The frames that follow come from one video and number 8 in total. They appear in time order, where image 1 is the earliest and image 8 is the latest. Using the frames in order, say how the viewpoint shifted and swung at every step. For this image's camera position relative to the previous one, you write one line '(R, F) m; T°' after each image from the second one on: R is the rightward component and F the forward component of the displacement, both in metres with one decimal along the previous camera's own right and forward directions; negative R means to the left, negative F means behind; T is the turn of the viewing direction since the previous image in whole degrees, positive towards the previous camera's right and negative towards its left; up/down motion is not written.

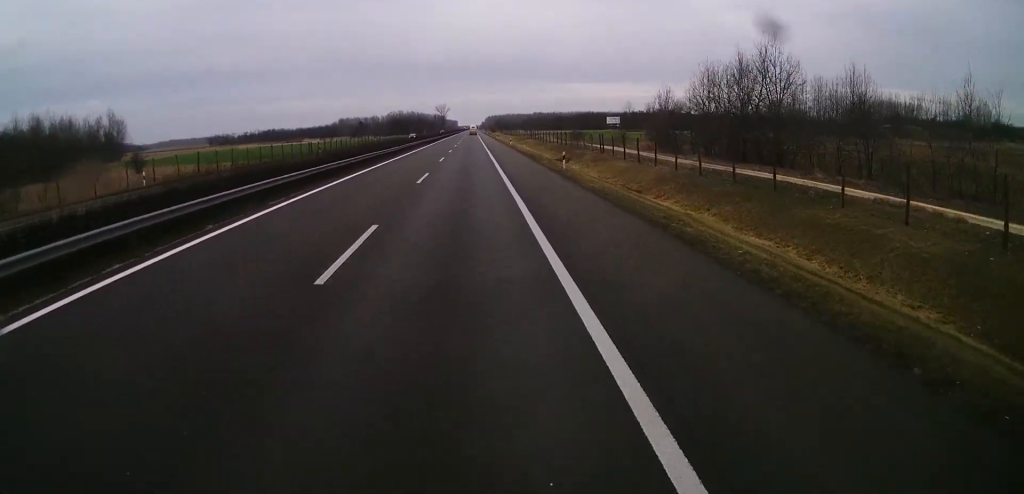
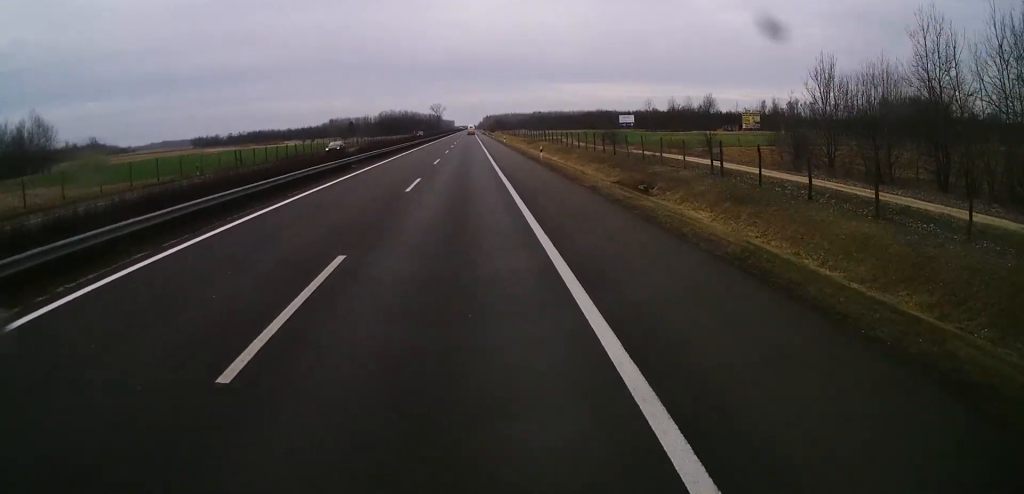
(-0.2, +40.0) m; -1°
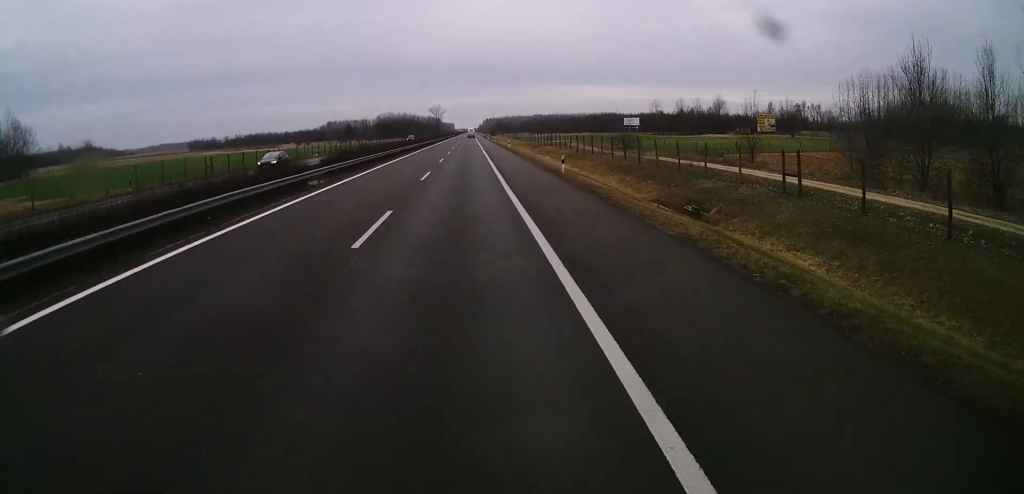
(0.0, +10.7) m; 0°
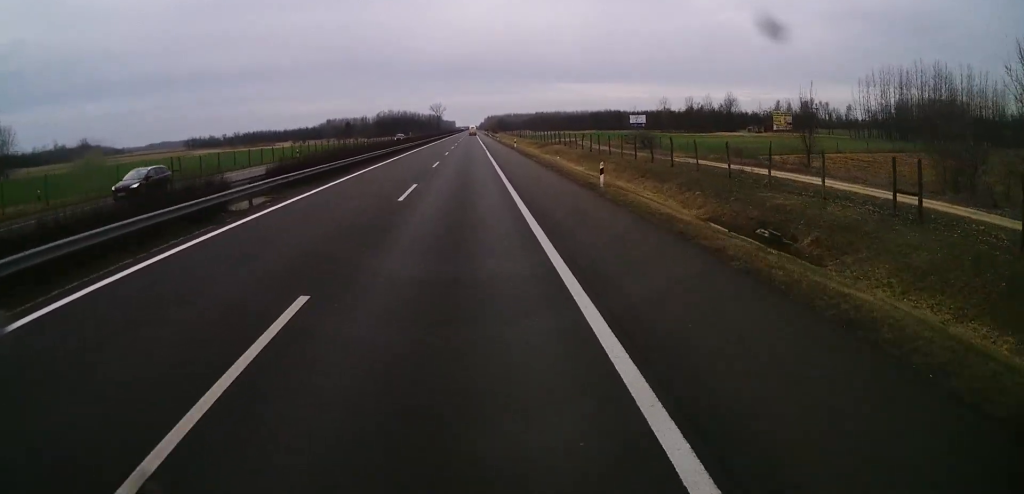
(0.0, +10.0) m; 0°
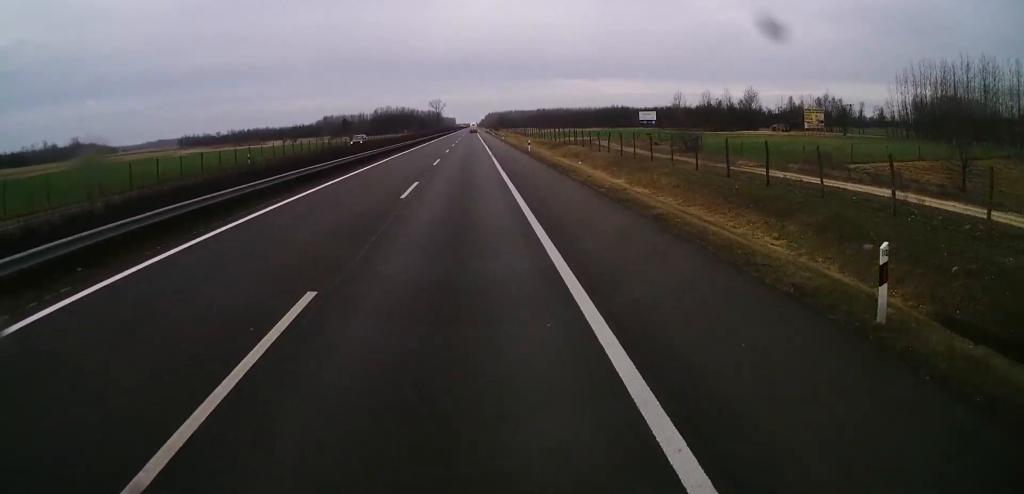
(+0.2, +17.7) m; 0°
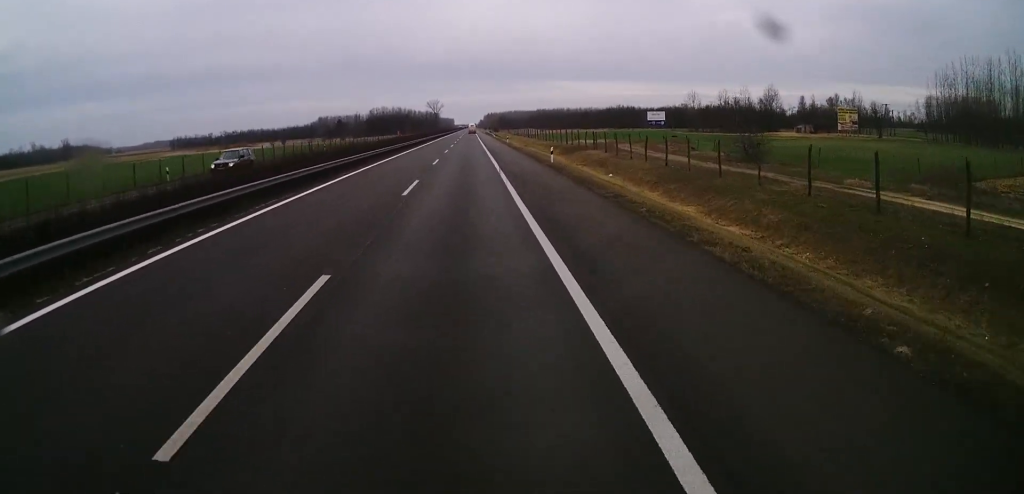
(-0.1, +16.9) m; 0°
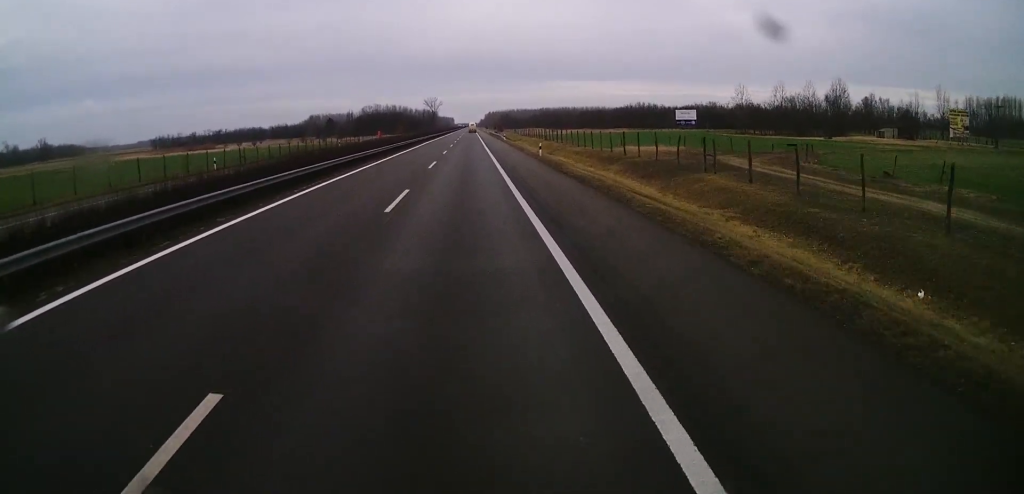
(0.0, +40.8) m; -1°
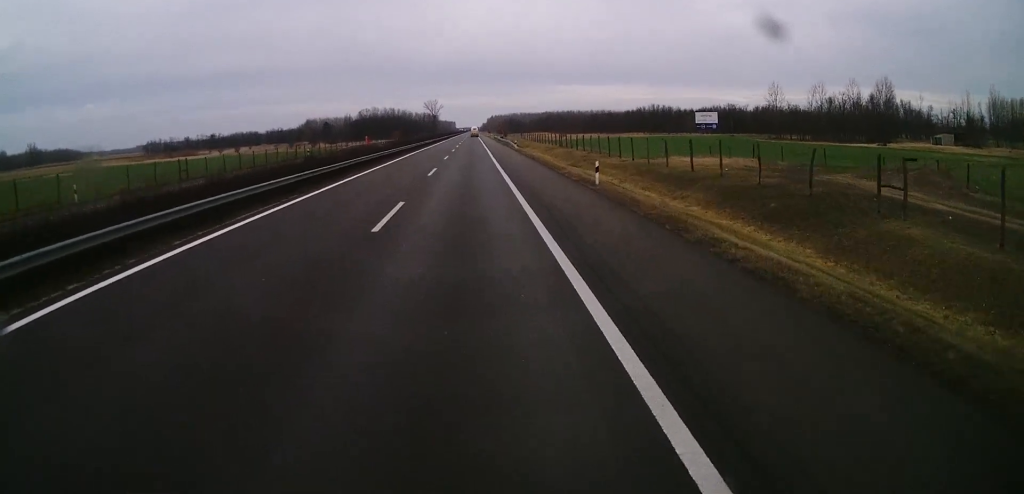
(-0.2, +20.7) m; -1°
